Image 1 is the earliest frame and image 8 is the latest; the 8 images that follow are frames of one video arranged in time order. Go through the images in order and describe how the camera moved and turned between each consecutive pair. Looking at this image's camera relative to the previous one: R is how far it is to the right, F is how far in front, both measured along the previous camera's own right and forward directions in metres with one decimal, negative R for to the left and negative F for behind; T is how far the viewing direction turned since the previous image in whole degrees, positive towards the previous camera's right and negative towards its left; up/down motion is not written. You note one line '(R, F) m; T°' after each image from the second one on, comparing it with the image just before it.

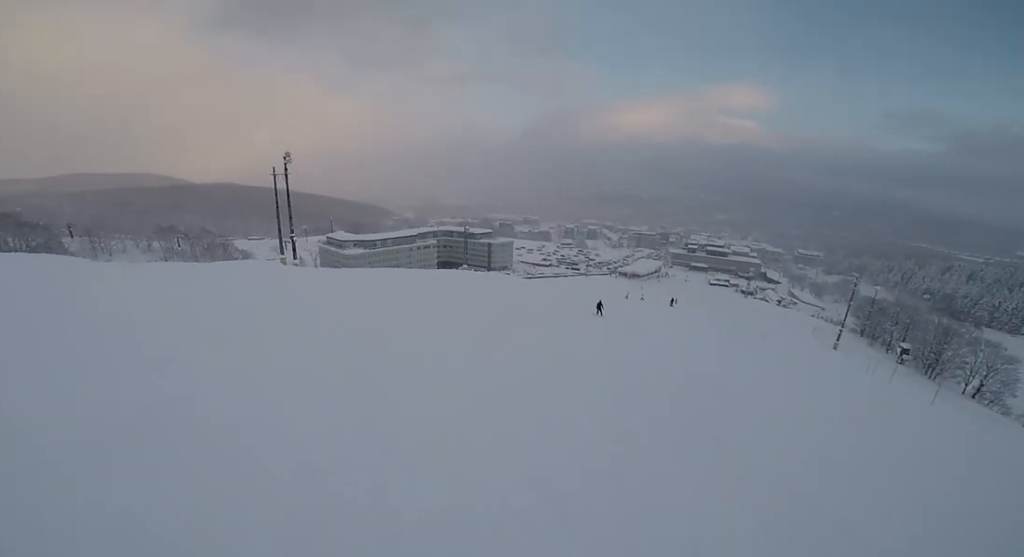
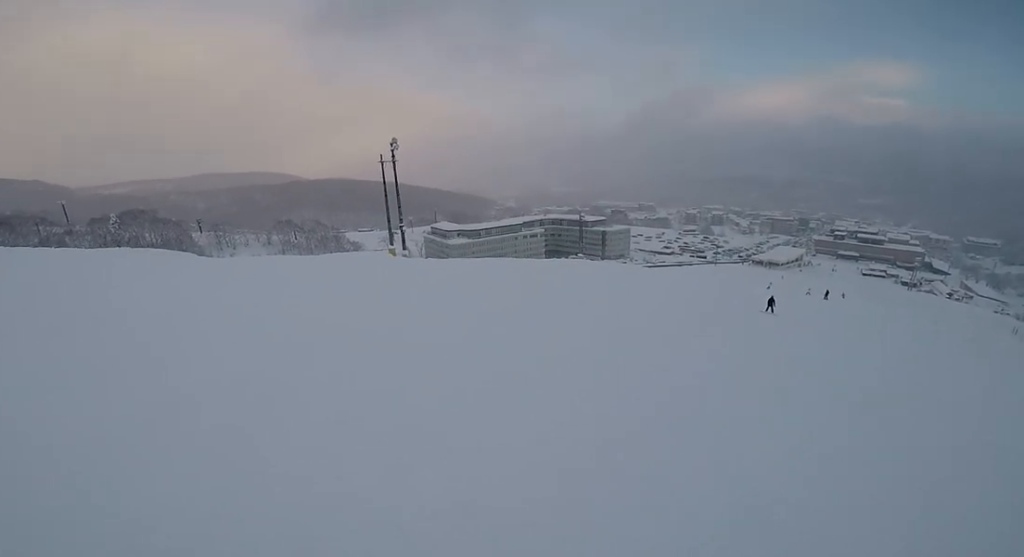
(-0.9, +3.5) m; -11°
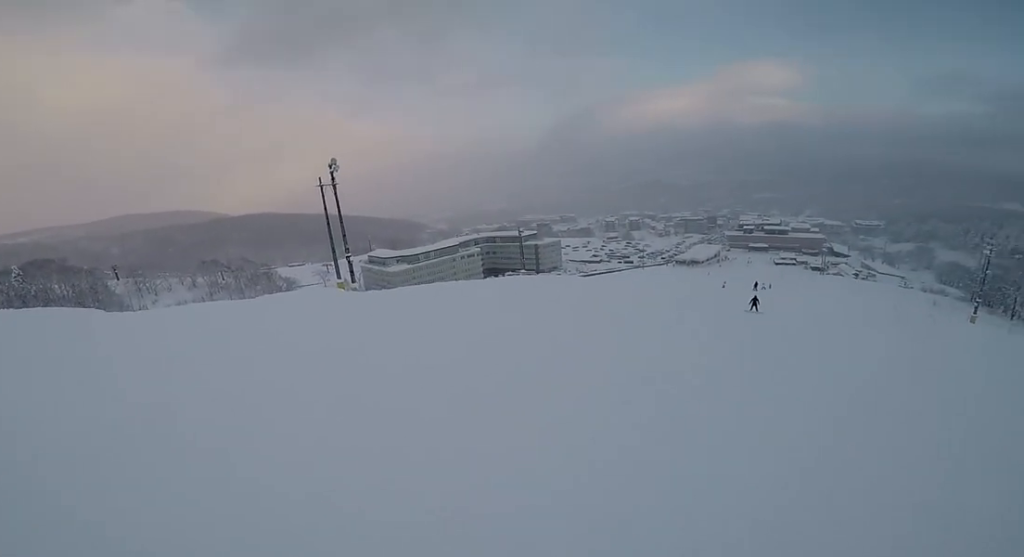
(+0.1, +4.4) m; +11°
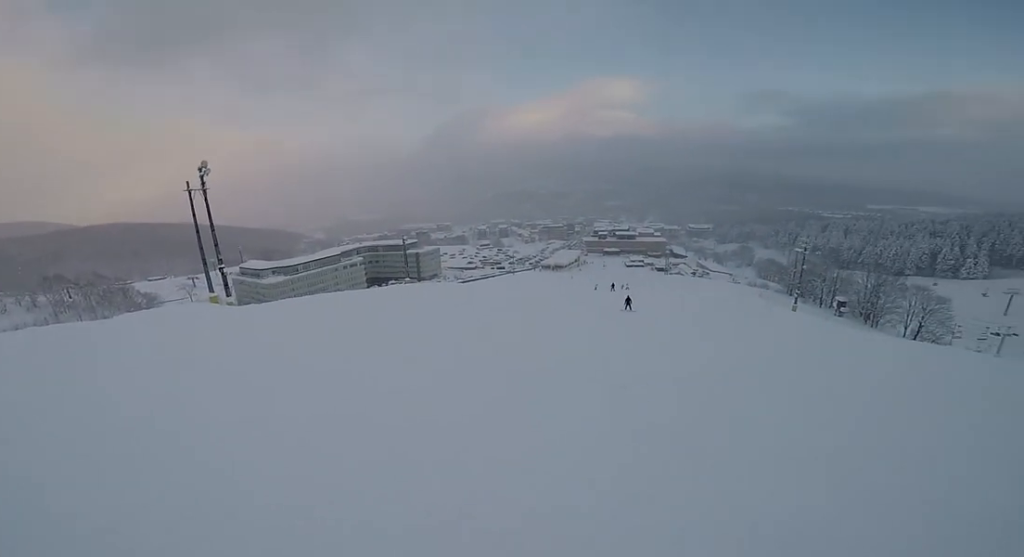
(+0.1, +1.6) m; +8°
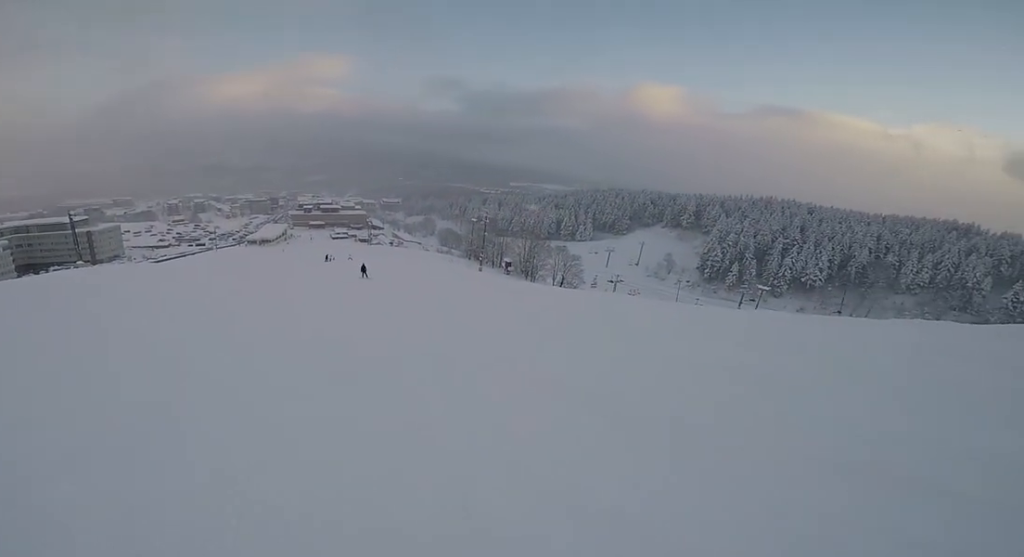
(+0.5, +3.7) m; +34°
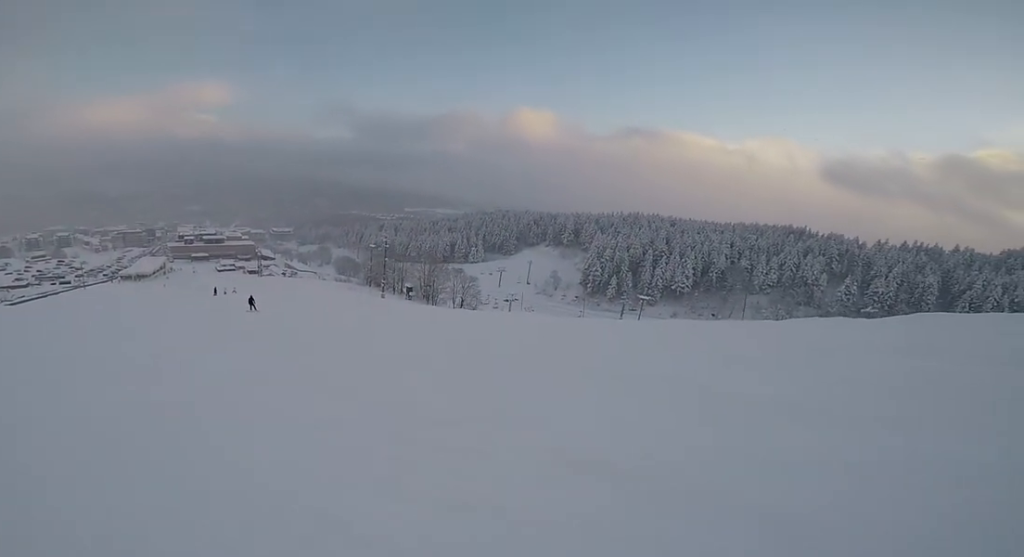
(+0.9, +2.0) m; +21°
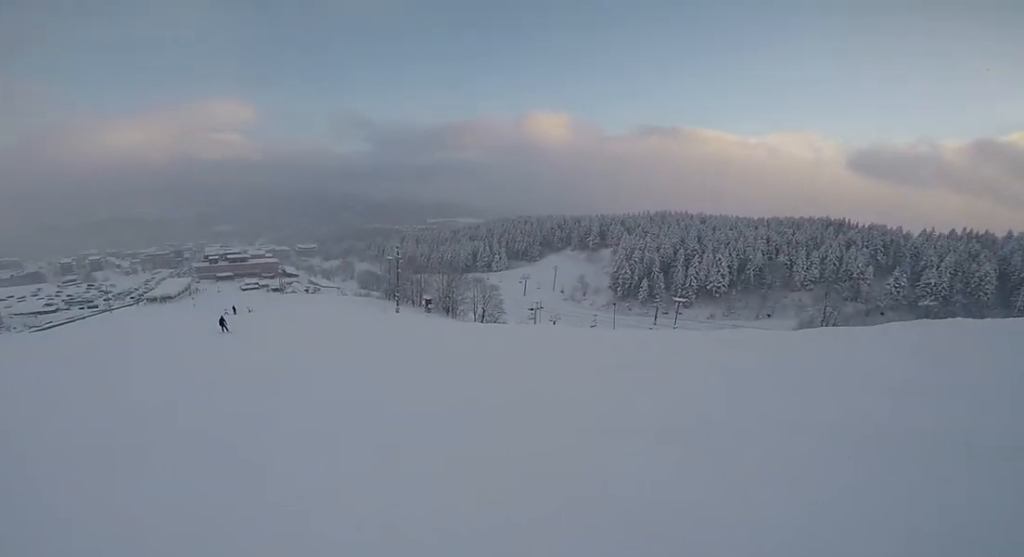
(+1.5, +5.2) m; +4°
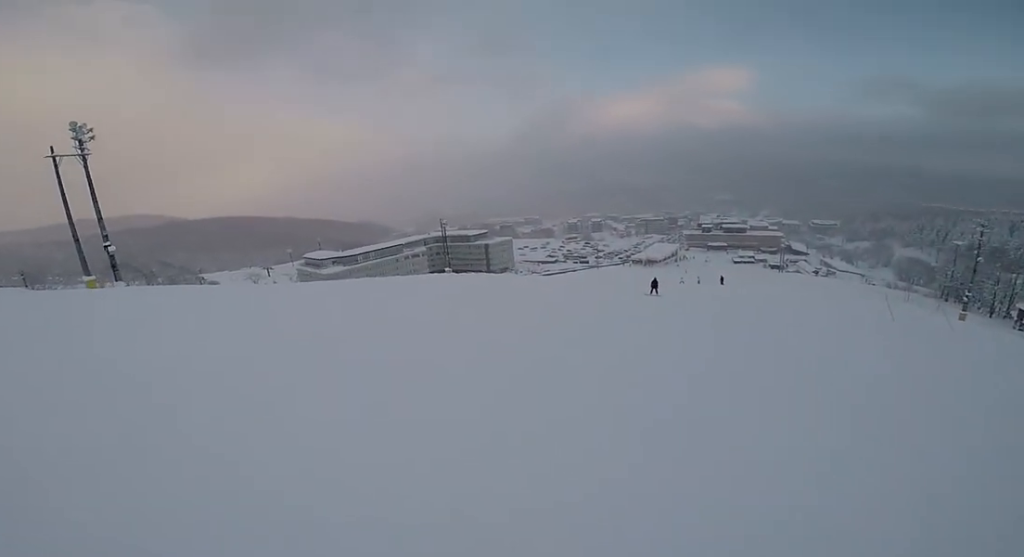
(-3.1, +7.5) m; -45°
